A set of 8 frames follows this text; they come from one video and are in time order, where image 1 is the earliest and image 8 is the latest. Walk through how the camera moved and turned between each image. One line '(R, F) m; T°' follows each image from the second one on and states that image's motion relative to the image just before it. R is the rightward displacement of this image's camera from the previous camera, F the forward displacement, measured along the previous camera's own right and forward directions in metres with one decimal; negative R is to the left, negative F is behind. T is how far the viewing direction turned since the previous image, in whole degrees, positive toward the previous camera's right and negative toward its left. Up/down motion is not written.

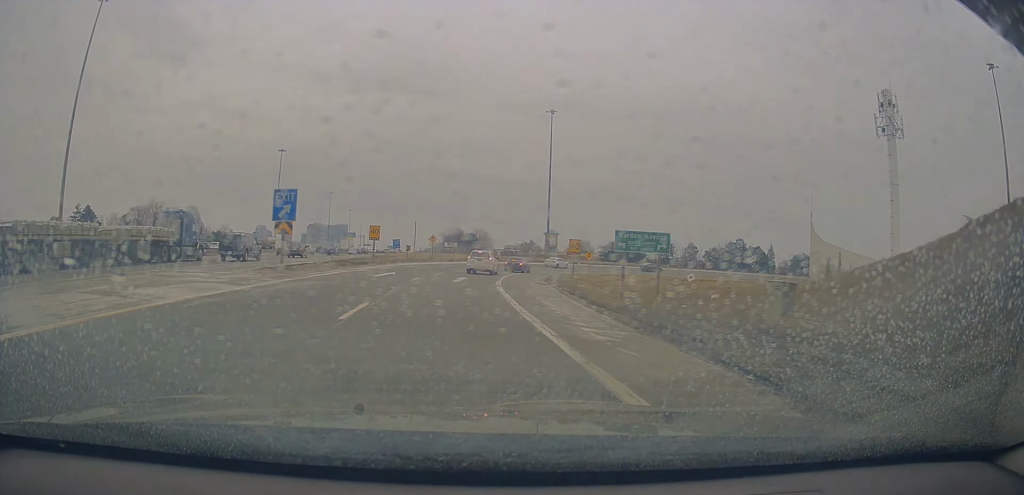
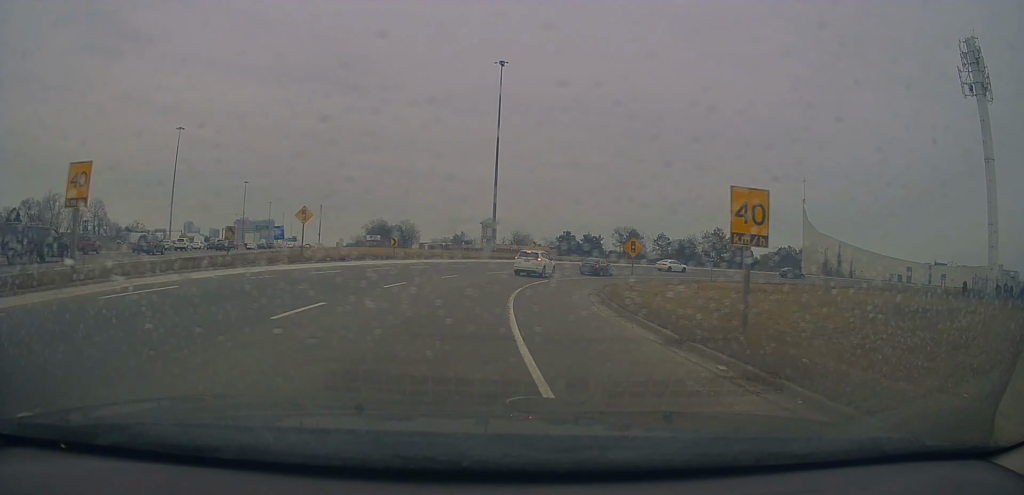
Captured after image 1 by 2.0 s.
(+0.1, +32.1) m; +3°
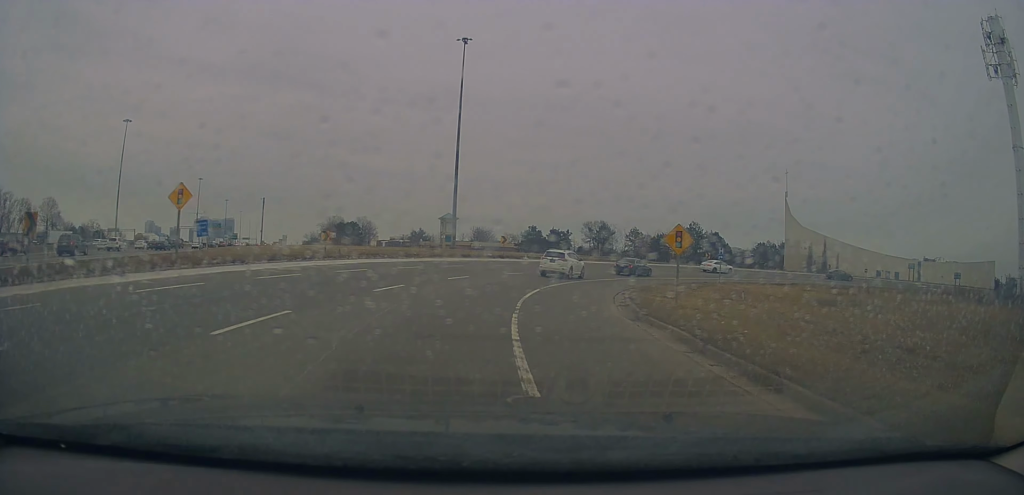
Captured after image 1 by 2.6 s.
(+0.2, +10.6) m; +4°
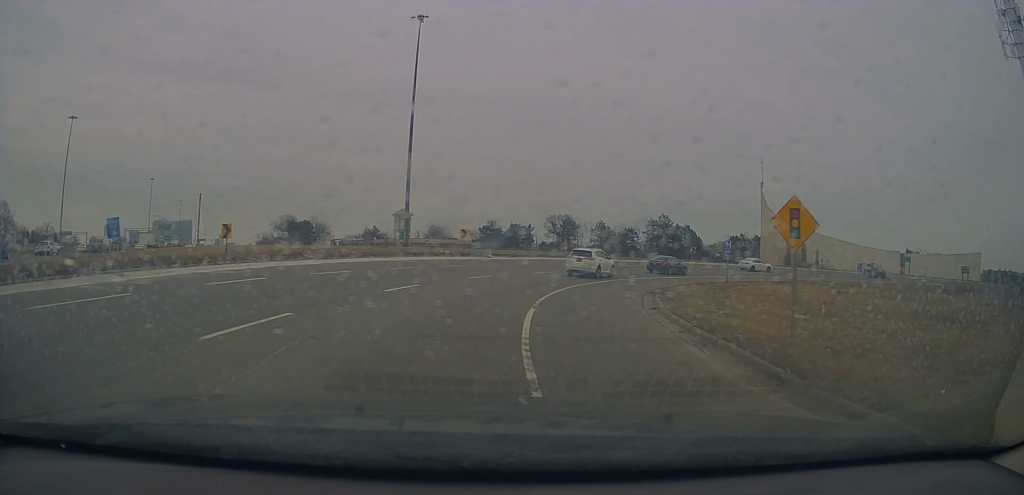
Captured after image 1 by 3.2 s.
(0.0, +9.5) m; +5°
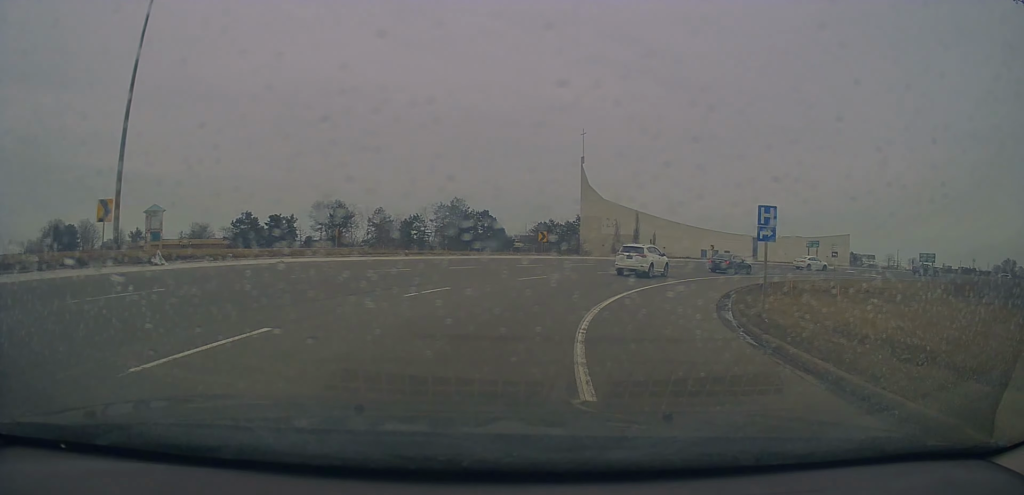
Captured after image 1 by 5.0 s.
(+4.1, +30.2) m; +16°
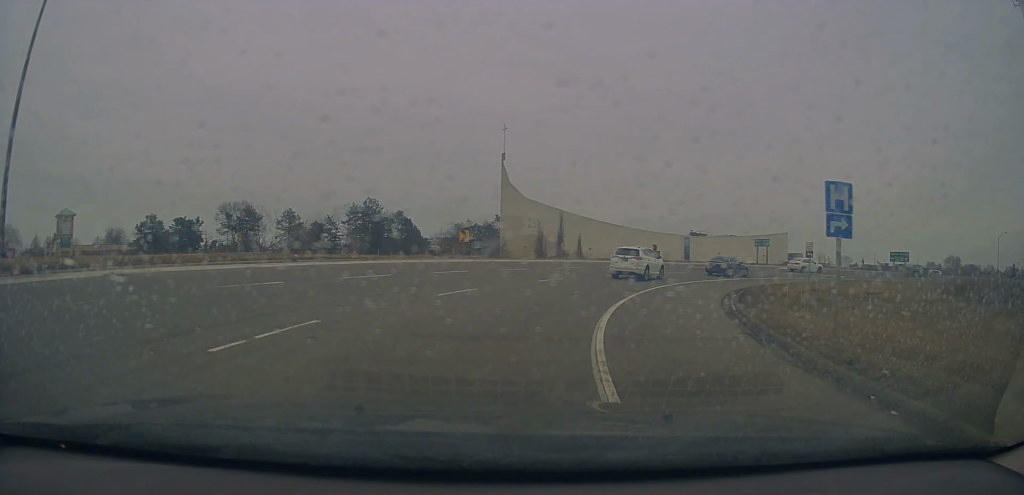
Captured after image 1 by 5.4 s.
(0.0, +8.0) m; +6°
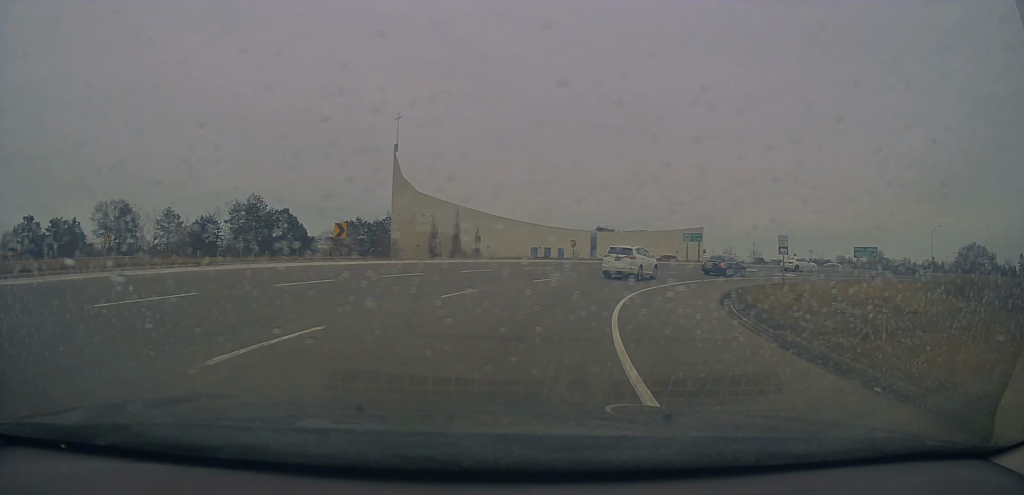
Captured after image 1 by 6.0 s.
(+1.0, +9.5) m; +10°
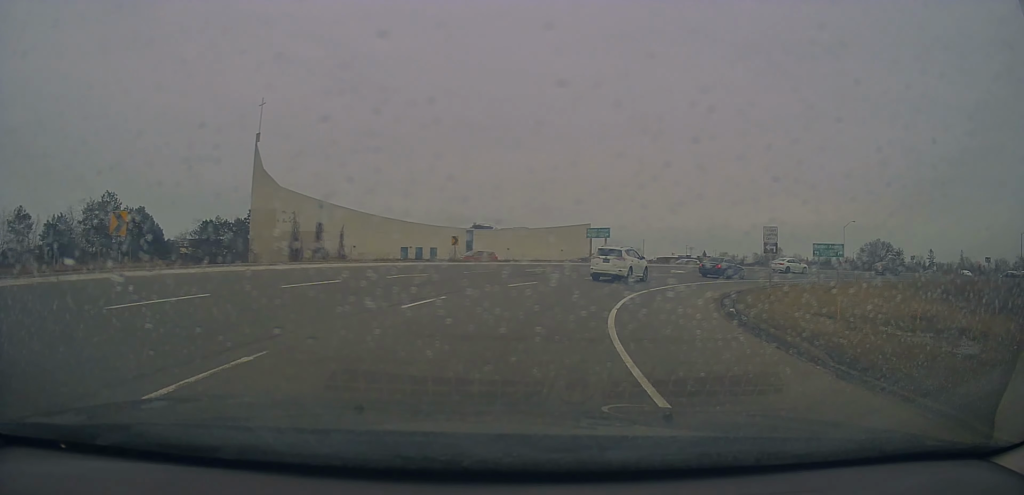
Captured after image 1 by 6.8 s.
(+1.4, +11.0) m; +14°
